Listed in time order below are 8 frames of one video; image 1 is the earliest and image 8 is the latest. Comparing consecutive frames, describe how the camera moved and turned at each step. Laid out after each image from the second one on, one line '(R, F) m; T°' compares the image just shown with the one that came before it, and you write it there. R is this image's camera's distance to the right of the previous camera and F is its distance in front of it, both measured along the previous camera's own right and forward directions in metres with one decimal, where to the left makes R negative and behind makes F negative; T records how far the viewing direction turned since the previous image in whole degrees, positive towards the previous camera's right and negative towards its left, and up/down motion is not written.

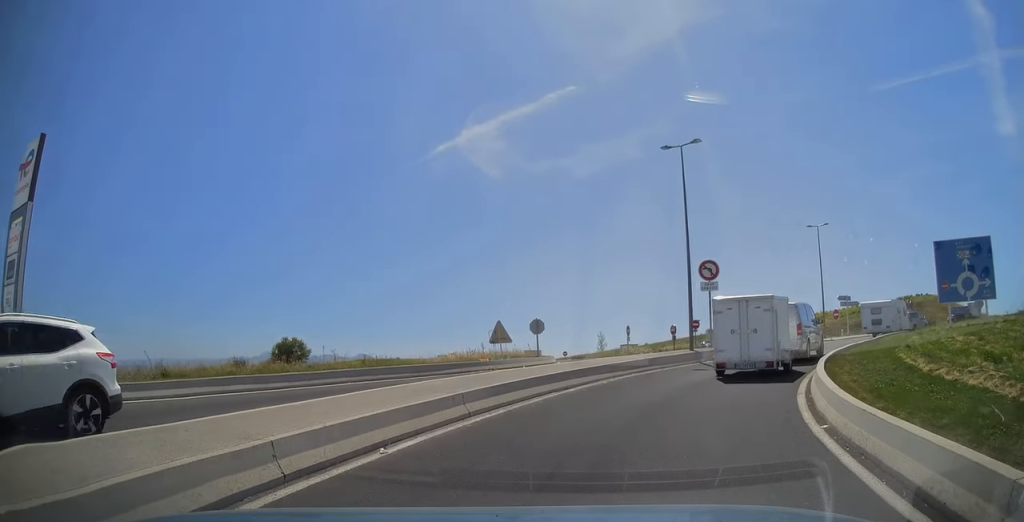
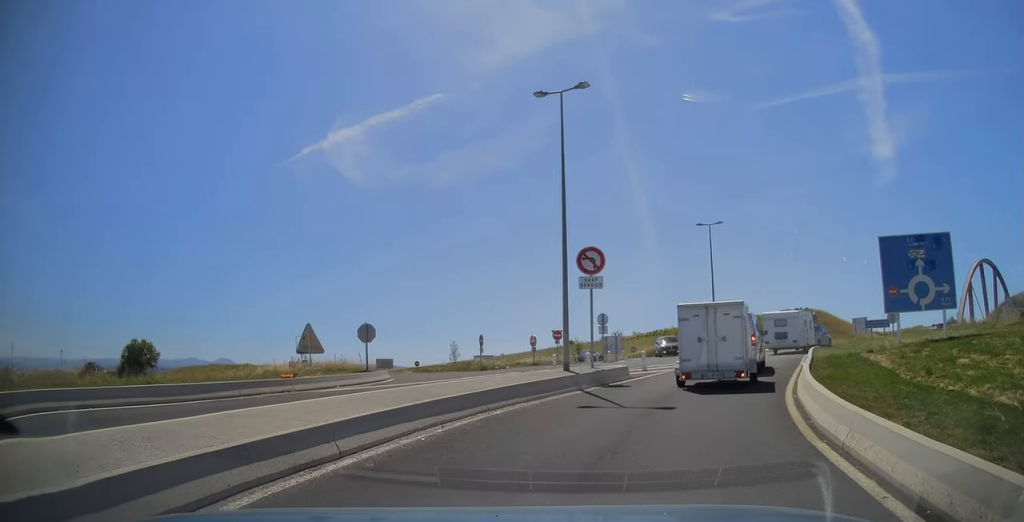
(+0.9, +6.9) m; +14°
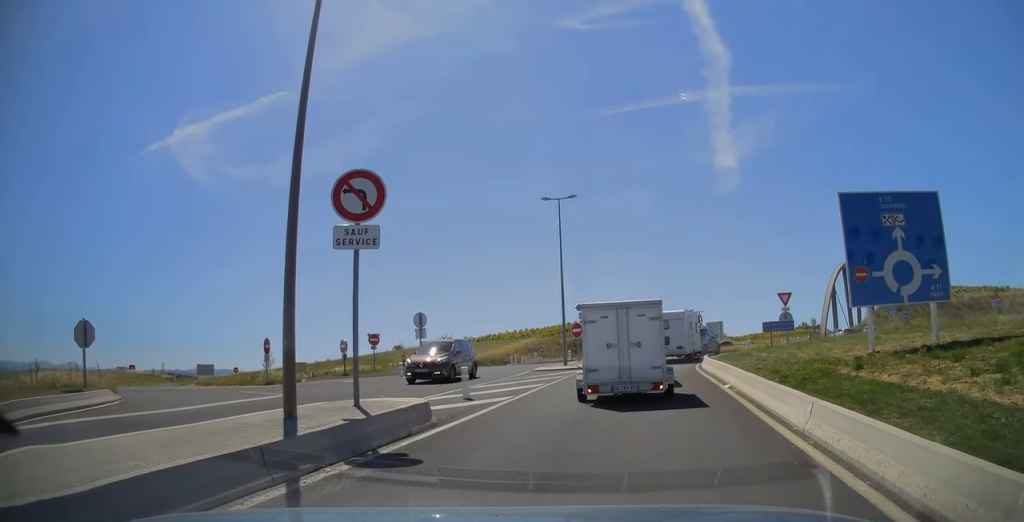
(+1.5, +9.2) m; +20°
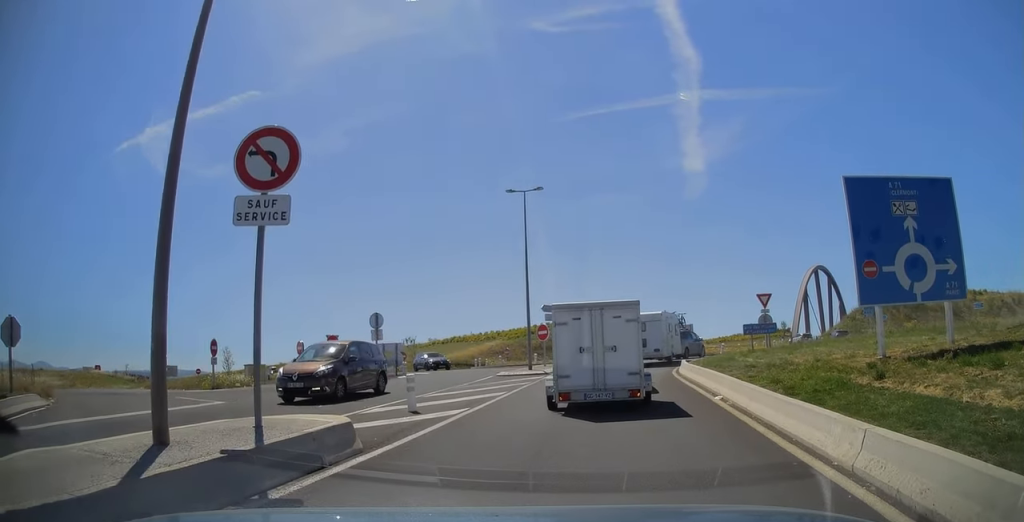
(+0.1, +2.3) m; +6°
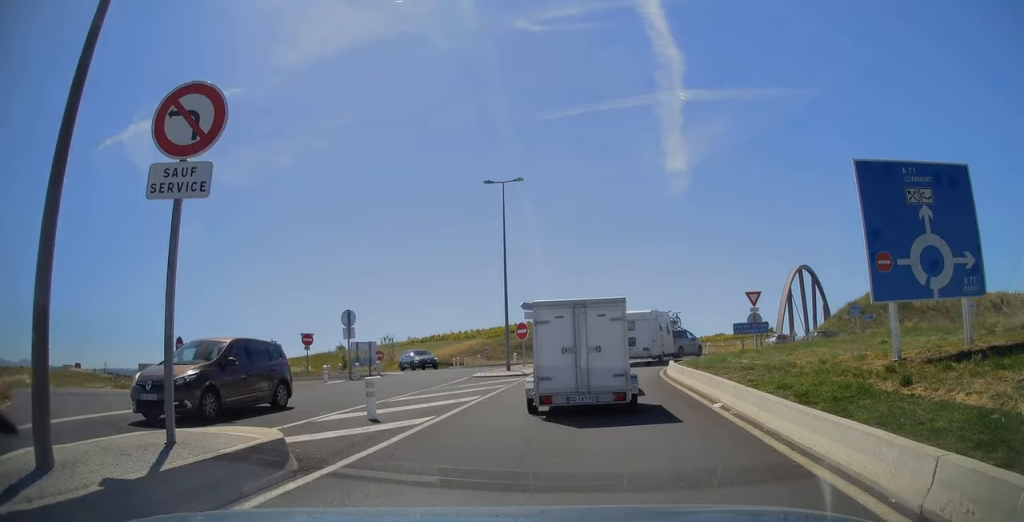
(+0.1, +1.5) m; +3°
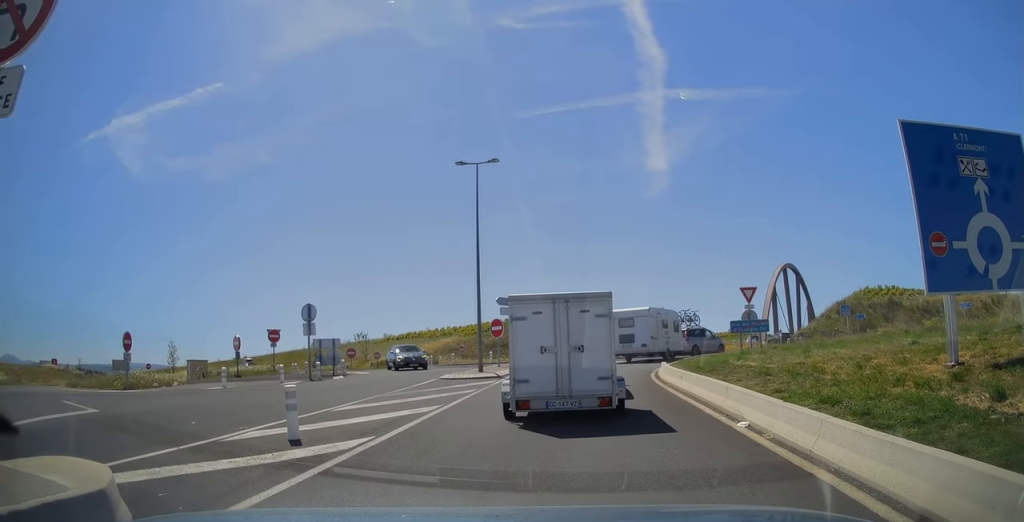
(+0.1, +2.8) m; +2°
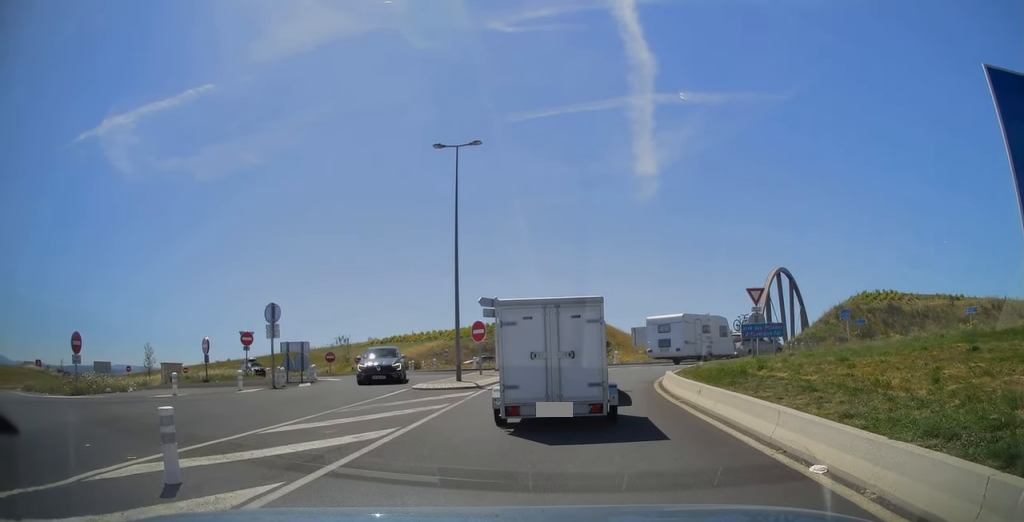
(0.0, +3.1) m; -4°
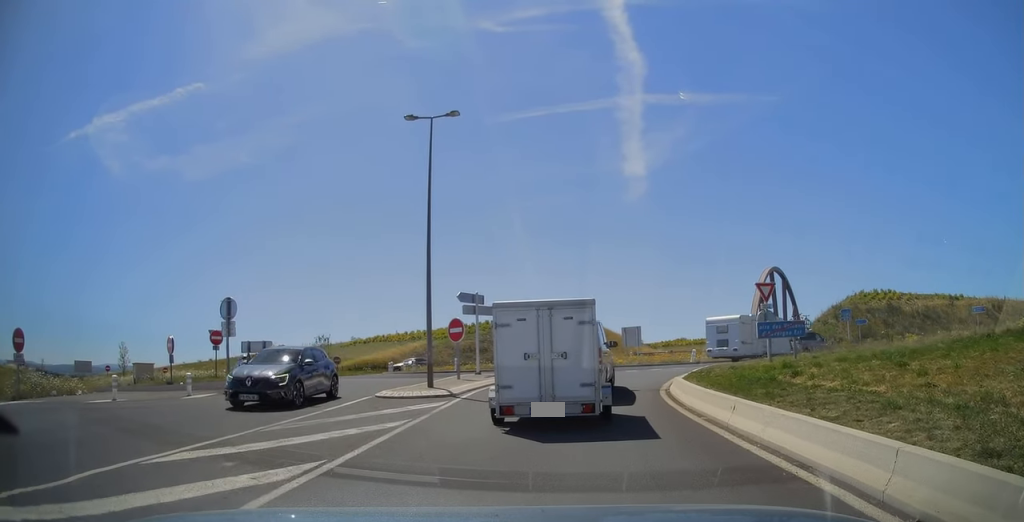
(-0.2, +2.8) m; -3°
